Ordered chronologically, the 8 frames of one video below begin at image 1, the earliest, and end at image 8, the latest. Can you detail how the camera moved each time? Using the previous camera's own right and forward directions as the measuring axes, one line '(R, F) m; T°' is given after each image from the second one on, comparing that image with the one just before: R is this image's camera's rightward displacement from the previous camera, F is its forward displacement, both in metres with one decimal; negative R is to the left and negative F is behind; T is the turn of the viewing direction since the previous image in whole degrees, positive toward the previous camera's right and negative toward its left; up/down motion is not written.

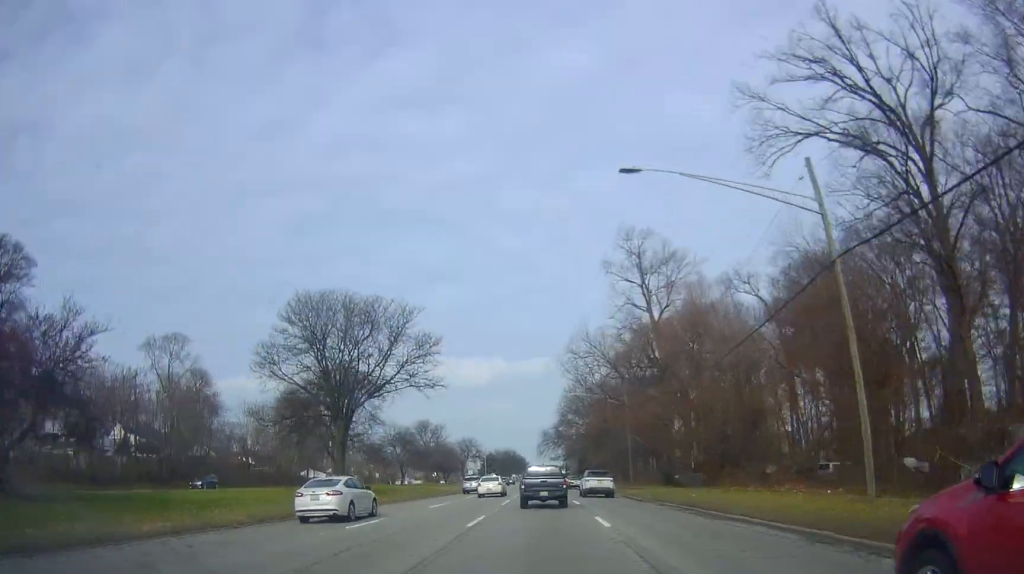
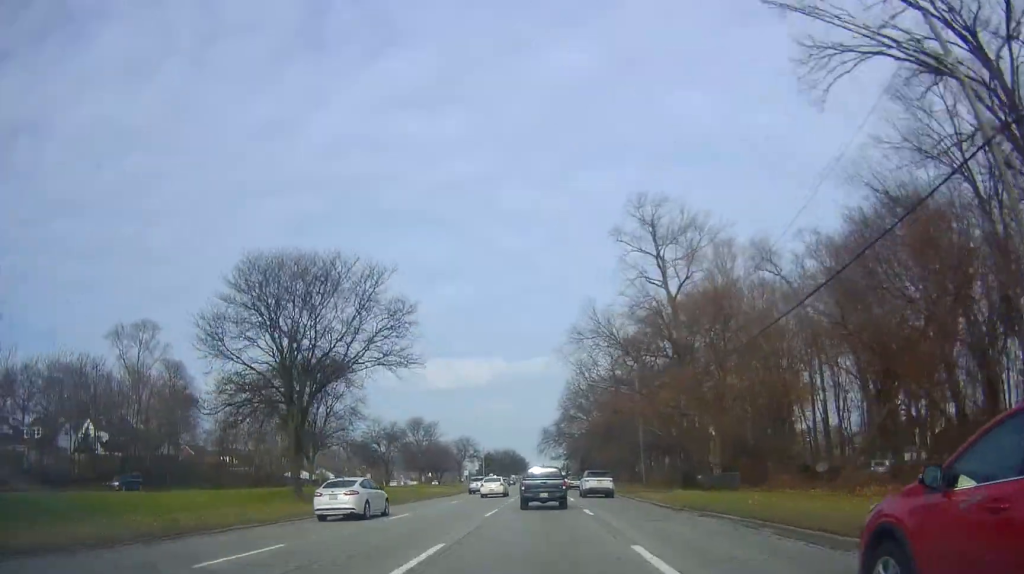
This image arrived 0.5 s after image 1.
(0.0, +8.4) m; 0°
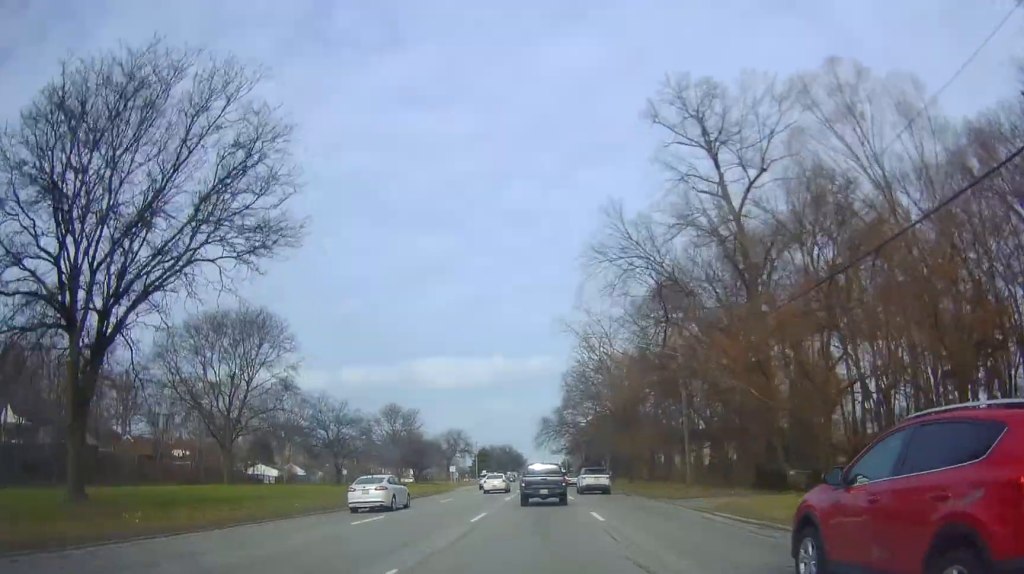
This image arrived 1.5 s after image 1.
(-0.2, +19.1) m; -2°
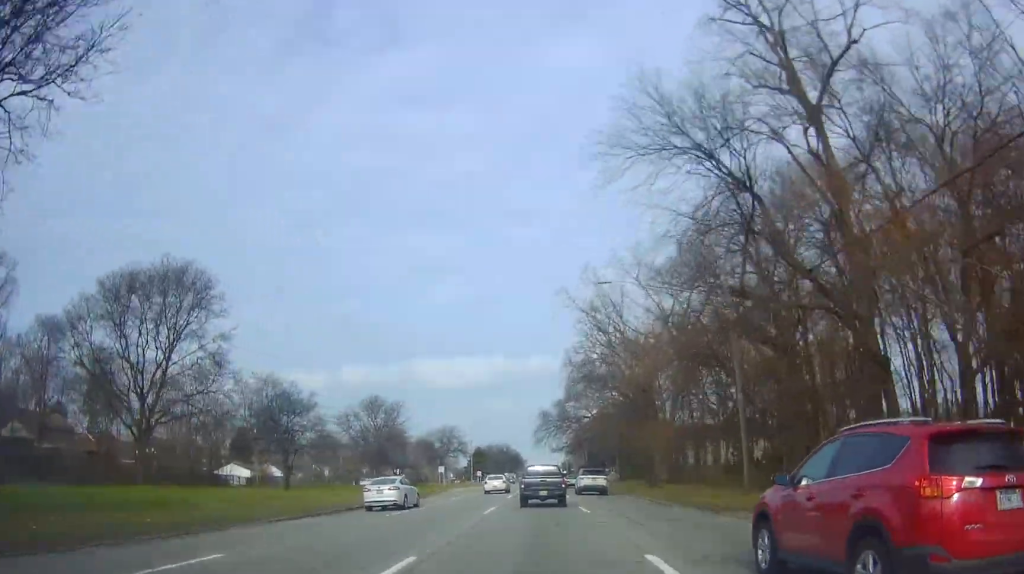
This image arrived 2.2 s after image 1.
(-0.5, +11.9) m; 0°
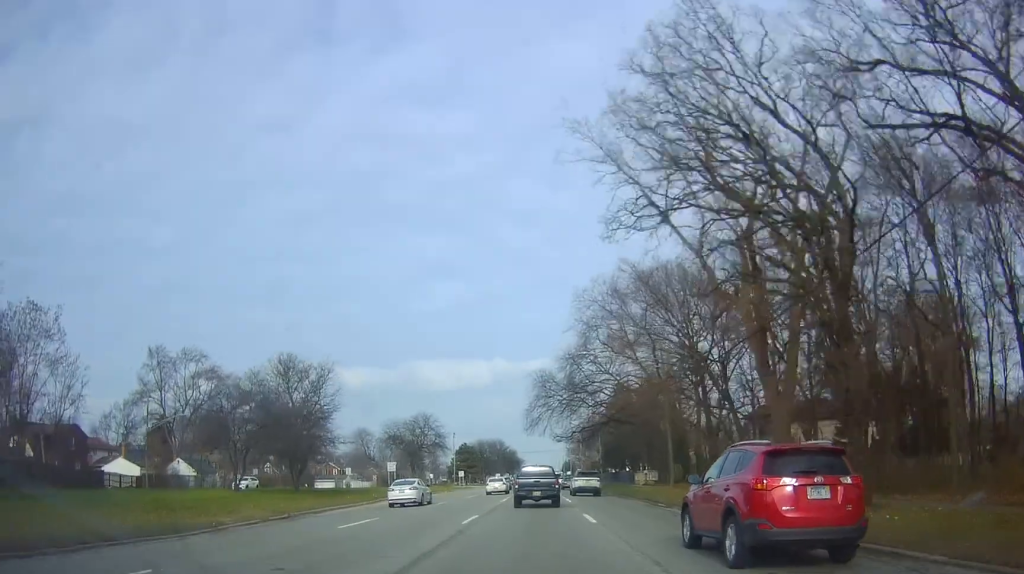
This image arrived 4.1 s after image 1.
(+0.7, +33.4) m; +1°
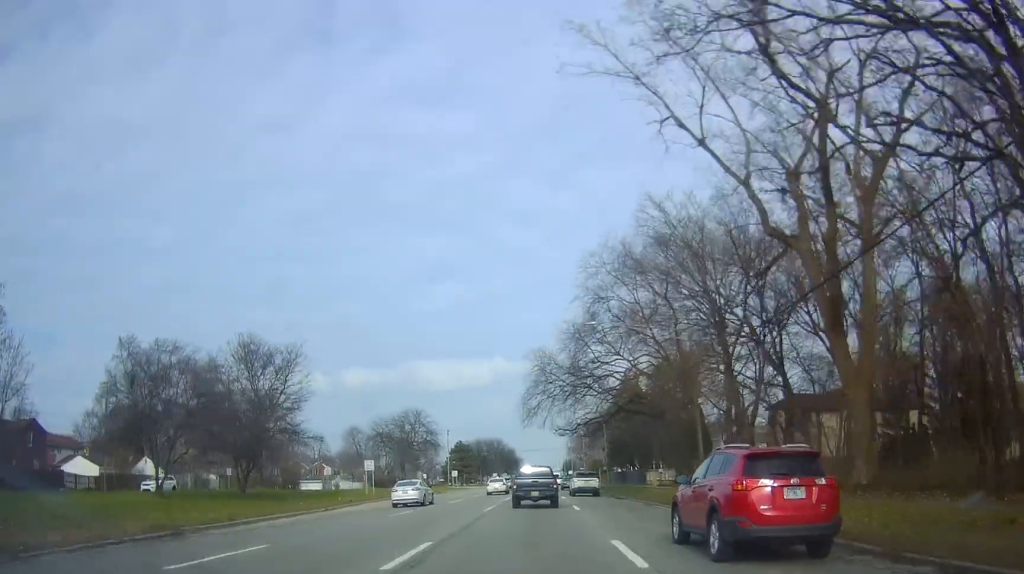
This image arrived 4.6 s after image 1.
(0.0, +9.0) m; 0°
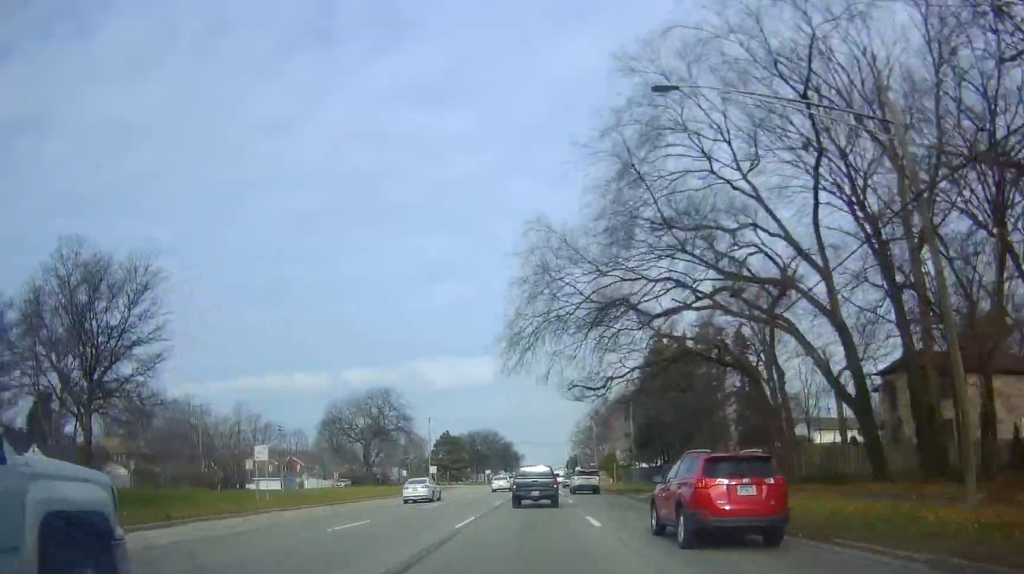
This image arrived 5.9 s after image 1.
(+0.4, +24.6) m; -1°
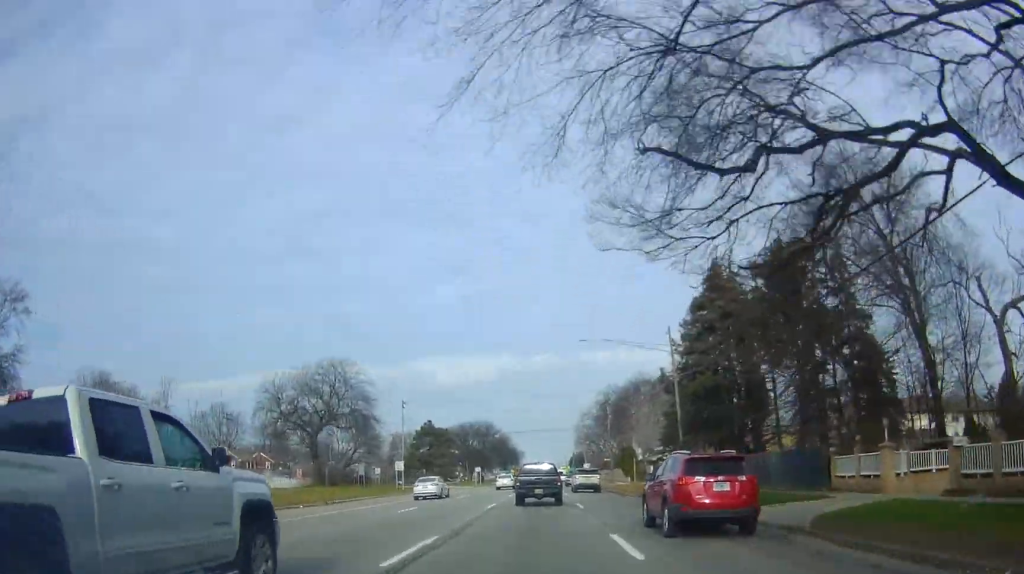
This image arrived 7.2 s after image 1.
(-0.8, +22.0) m; -1°
